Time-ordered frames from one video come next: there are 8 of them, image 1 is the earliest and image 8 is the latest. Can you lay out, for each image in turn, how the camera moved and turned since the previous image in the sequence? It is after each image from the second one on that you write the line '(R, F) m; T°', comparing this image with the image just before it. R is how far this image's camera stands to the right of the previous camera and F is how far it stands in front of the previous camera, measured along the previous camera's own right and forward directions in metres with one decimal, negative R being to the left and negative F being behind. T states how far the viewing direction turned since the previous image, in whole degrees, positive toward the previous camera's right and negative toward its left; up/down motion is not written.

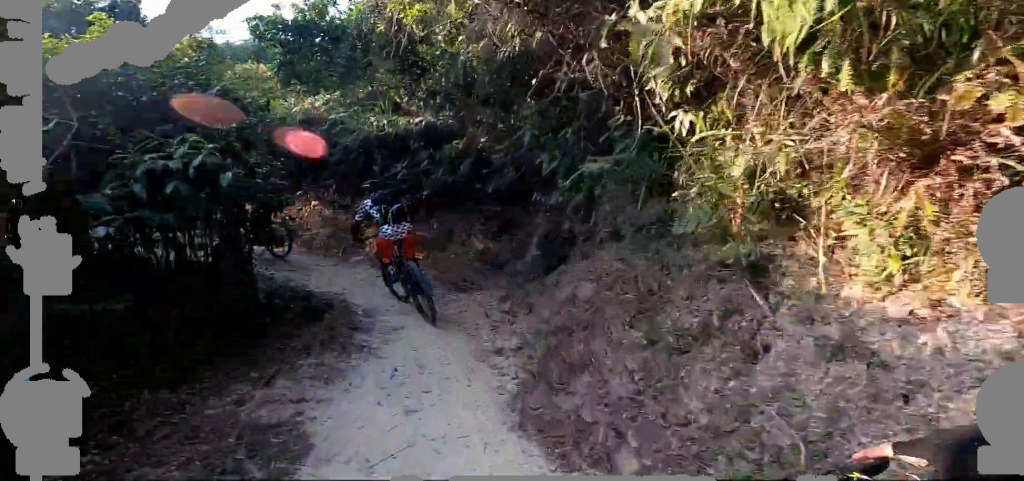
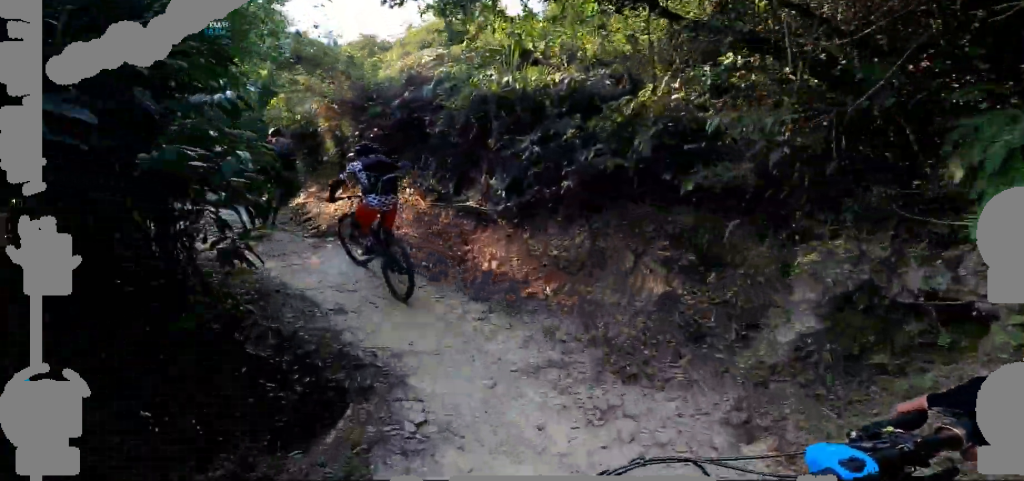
(-0.6, +2.3) m; -5°
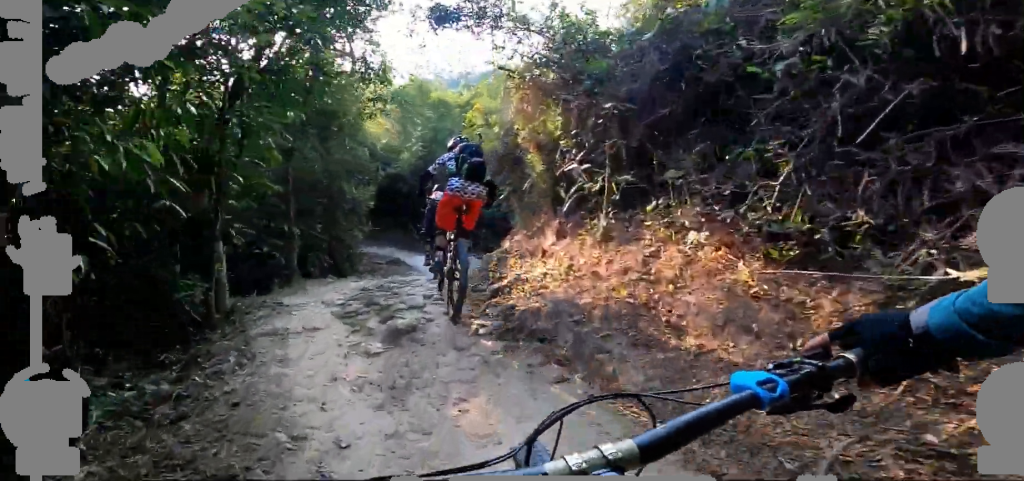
(+0.6, +3.3) m; 0°
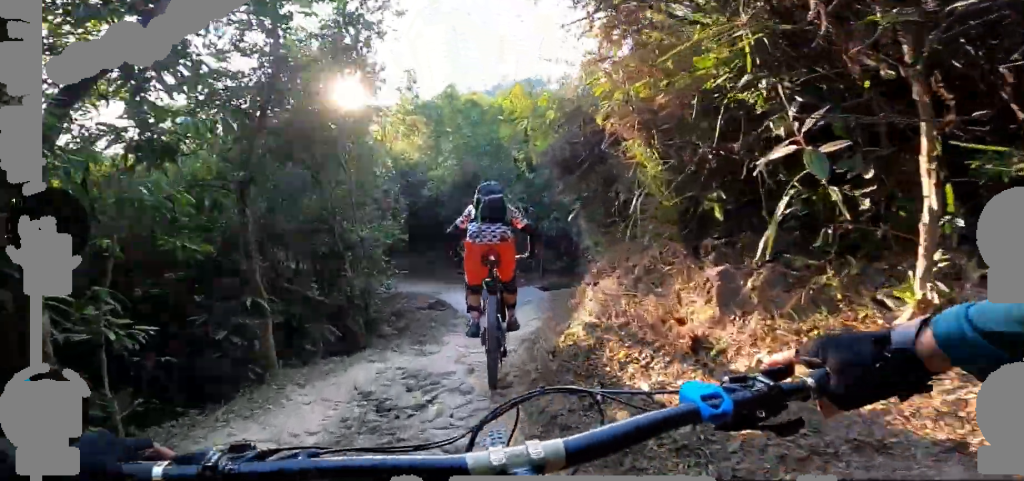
(-0.2, +2.2) m; -6°
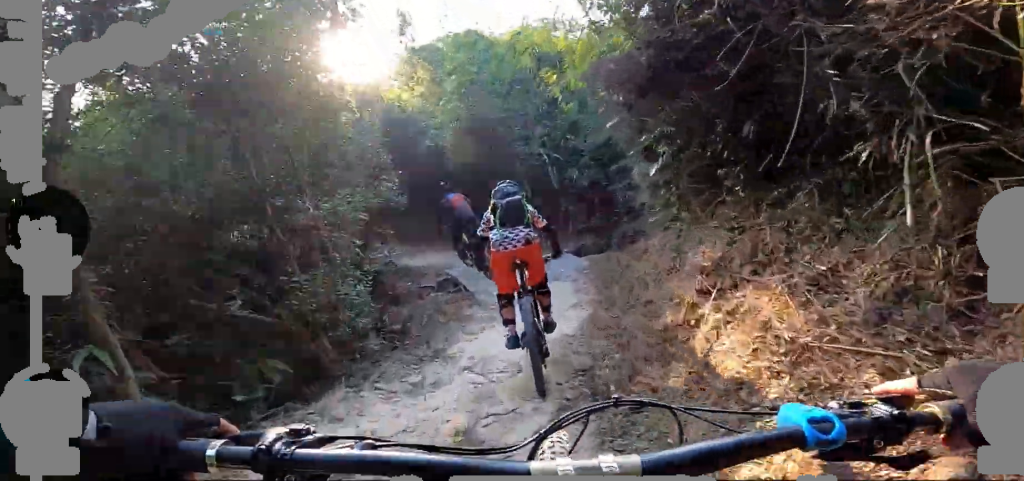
(-0.1, +2.1) m; -8°
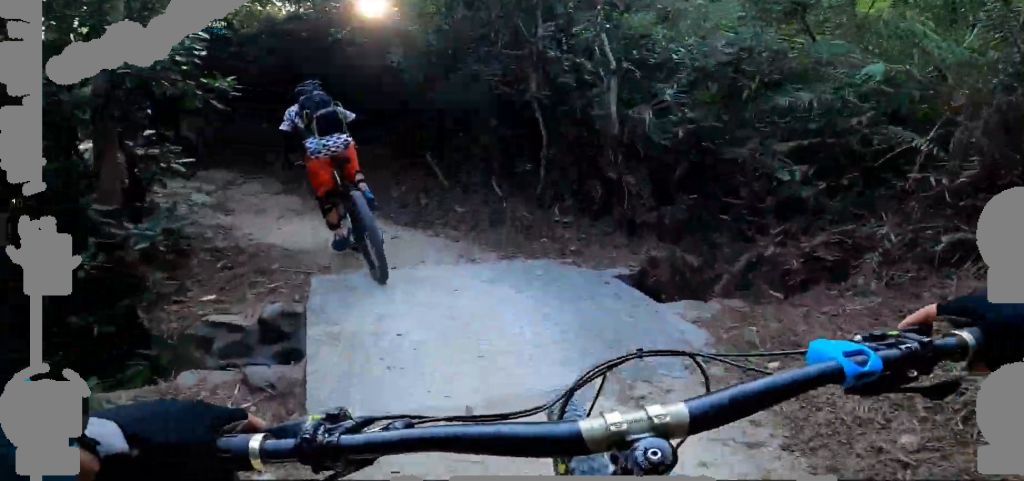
(-0.7, +5.8) m; -18°
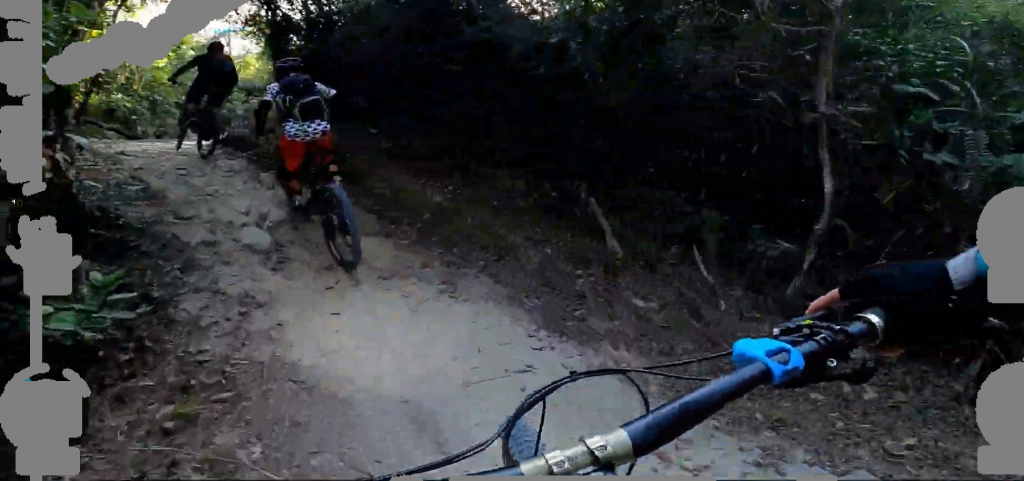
(+0.2, +2.8) m; -21°
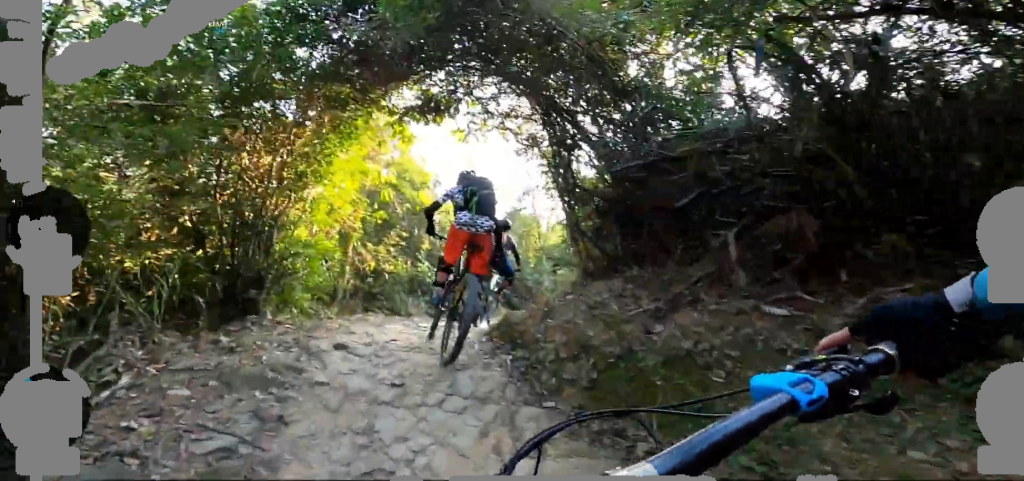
(-1.7, +3.8) m; -20°
